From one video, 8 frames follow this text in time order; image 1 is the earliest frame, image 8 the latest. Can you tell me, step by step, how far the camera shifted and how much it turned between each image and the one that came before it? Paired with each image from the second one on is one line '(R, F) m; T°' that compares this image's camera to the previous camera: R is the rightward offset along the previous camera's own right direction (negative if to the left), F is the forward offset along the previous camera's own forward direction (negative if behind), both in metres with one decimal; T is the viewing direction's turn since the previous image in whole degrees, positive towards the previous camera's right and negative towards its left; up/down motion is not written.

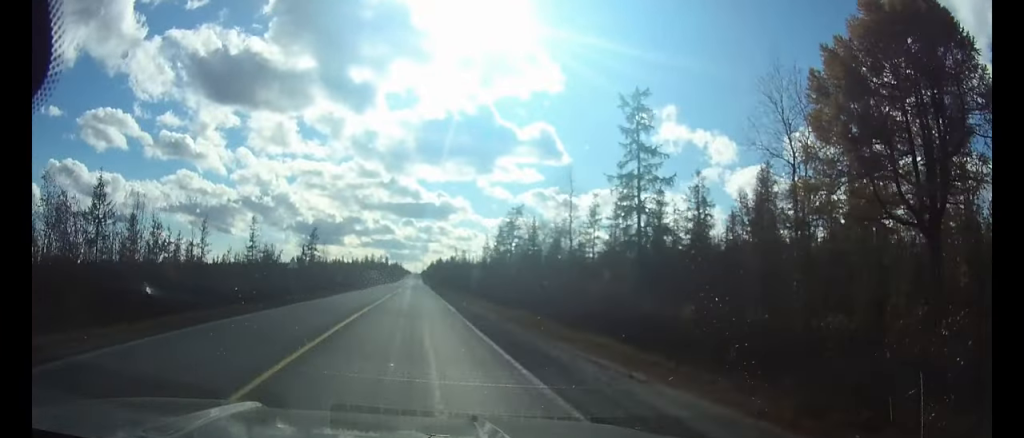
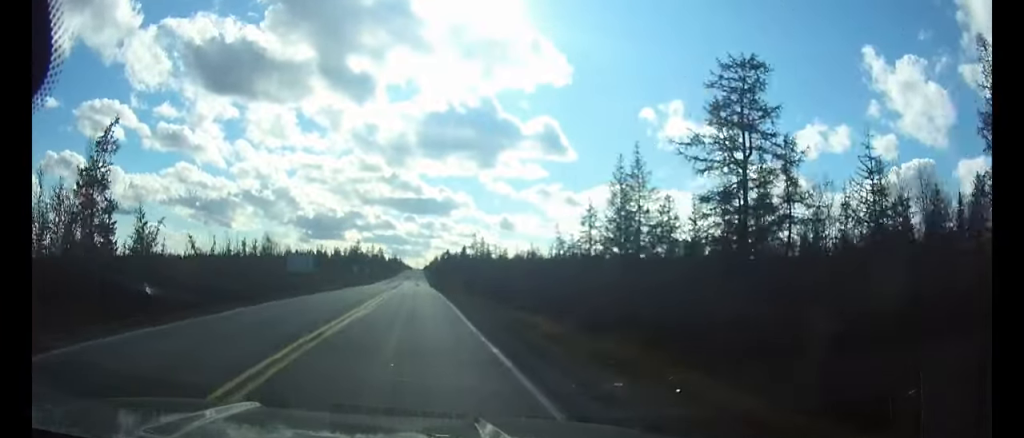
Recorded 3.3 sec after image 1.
(-0.2, +71.9) m; 0°
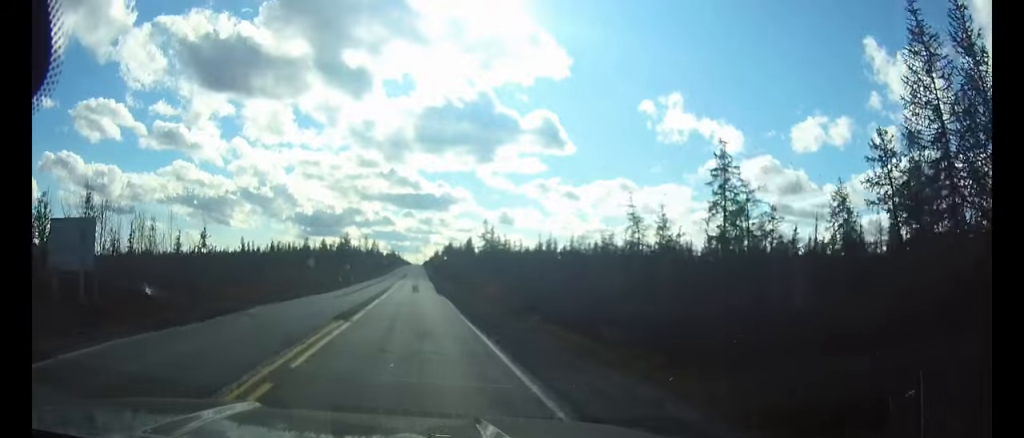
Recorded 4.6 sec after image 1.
(0.0, +28.9) m; 0°
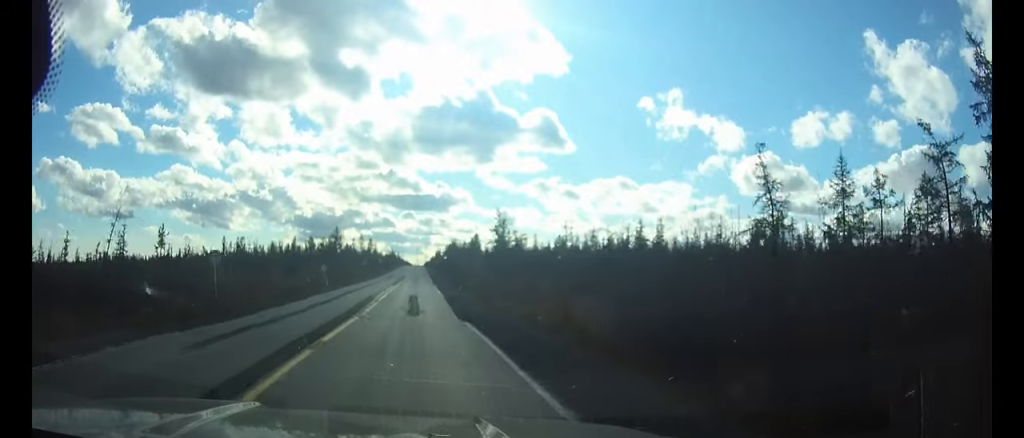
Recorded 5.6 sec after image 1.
(0.0, +21.6) m; 0°
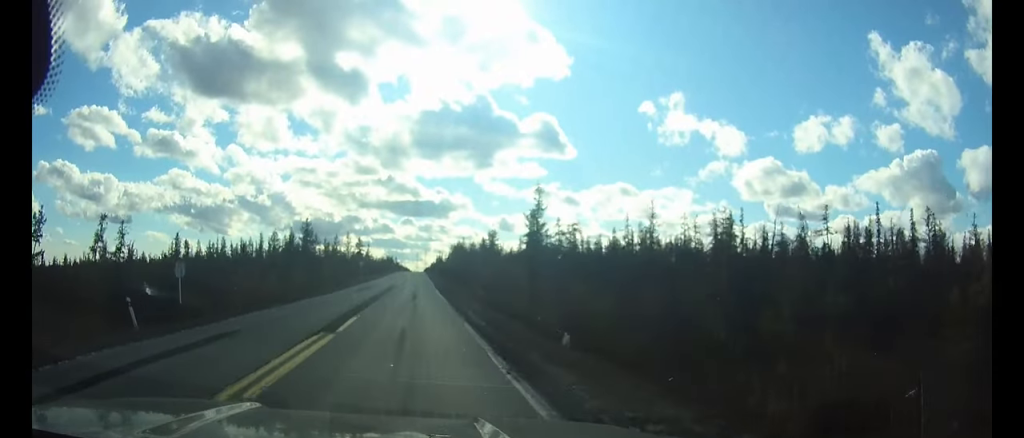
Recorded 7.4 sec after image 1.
(-0.1, +38.1) m; 0°
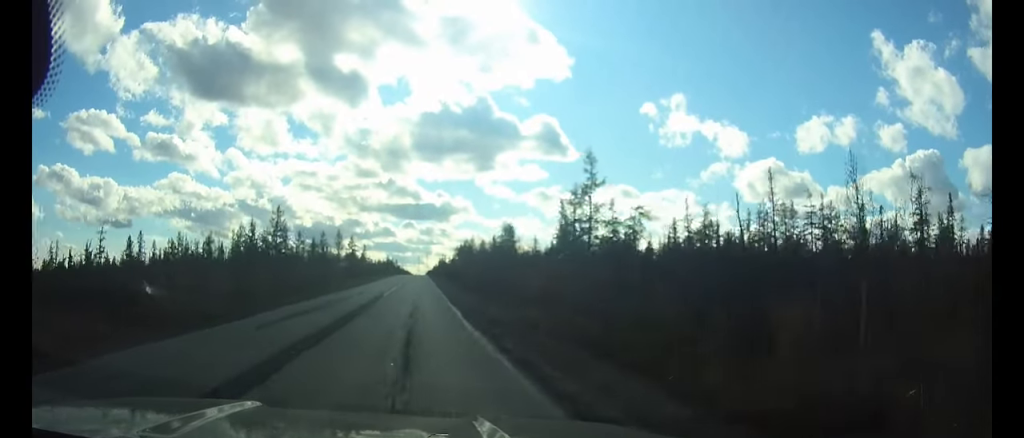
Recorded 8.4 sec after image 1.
(0.0, +22.6) m; 0°
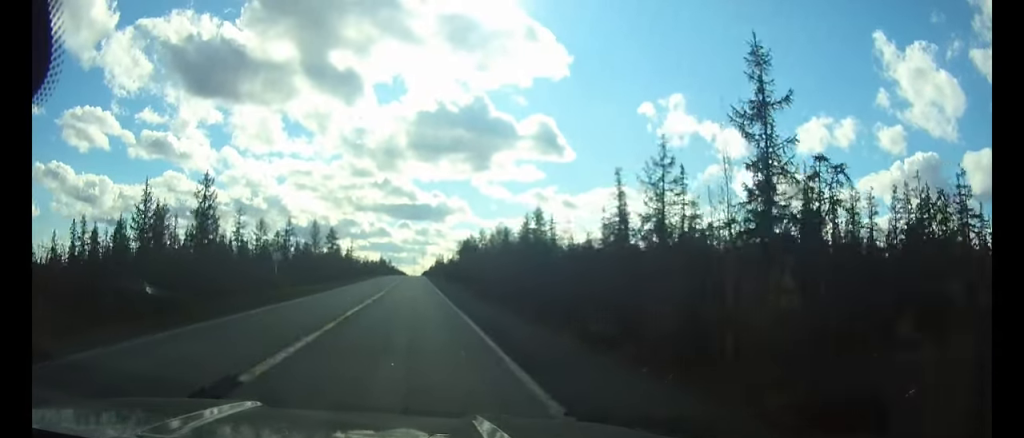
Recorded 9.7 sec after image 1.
(+0.1, +28.5) m; 0°
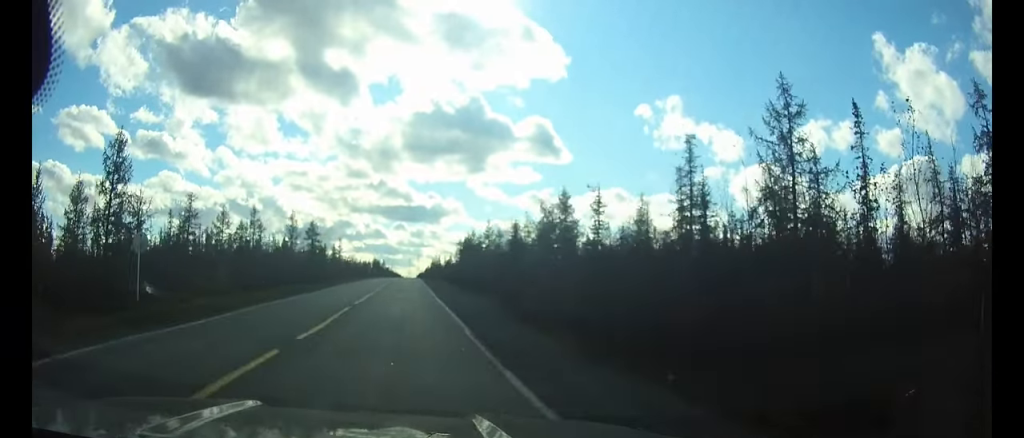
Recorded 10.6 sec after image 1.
(0.0, +17.9) m; 0°
